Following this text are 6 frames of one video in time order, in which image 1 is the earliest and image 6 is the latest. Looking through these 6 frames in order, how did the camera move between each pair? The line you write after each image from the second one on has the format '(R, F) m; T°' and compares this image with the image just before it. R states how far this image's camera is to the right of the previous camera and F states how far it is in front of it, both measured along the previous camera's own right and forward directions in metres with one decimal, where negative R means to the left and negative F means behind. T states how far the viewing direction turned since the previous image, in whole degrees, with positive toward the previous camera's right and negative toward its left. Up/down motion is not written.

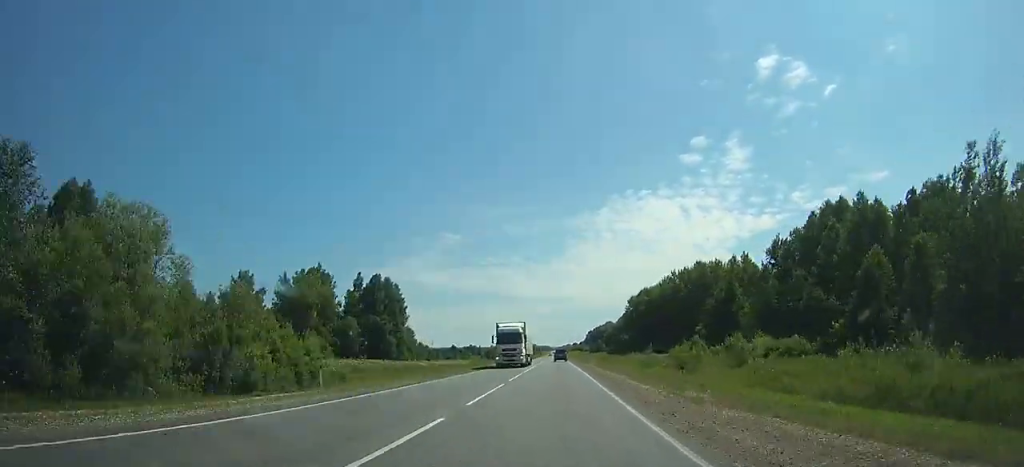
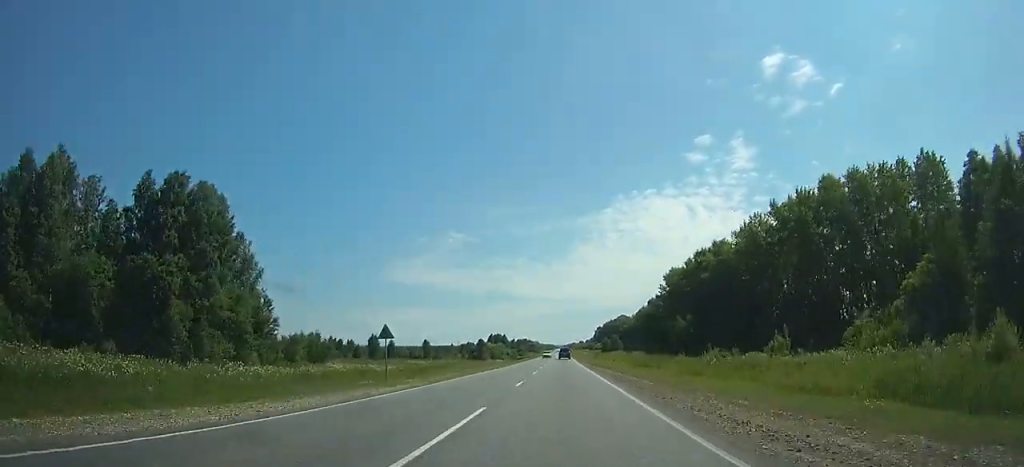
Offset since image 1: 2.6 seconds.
(-0.3, +69.7) m; 0°
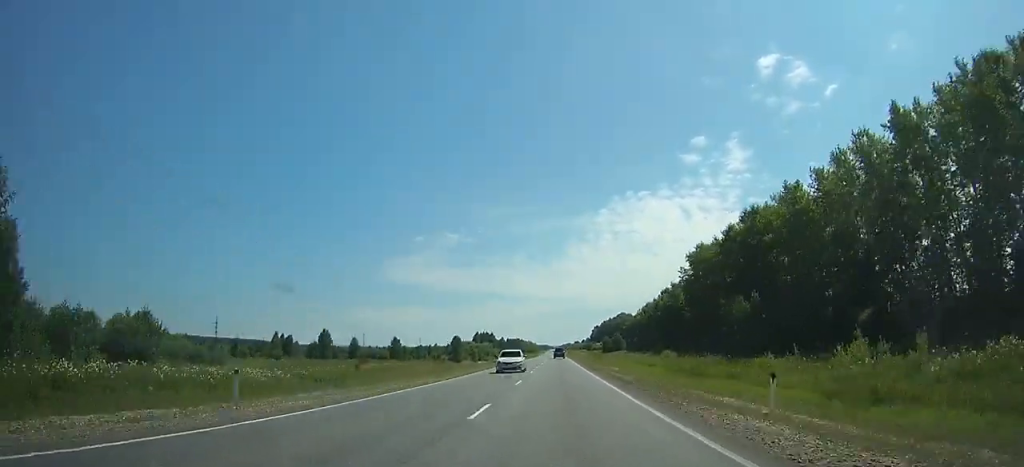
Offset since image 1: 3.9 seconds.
(0.0, +35.3) m; 0°
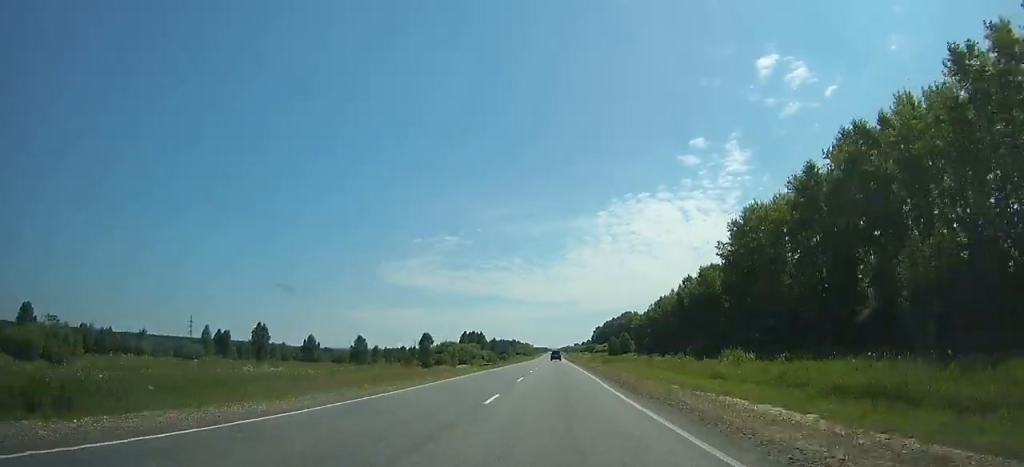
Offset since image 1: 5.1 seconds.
(+0.2, +33.0) m; 0°
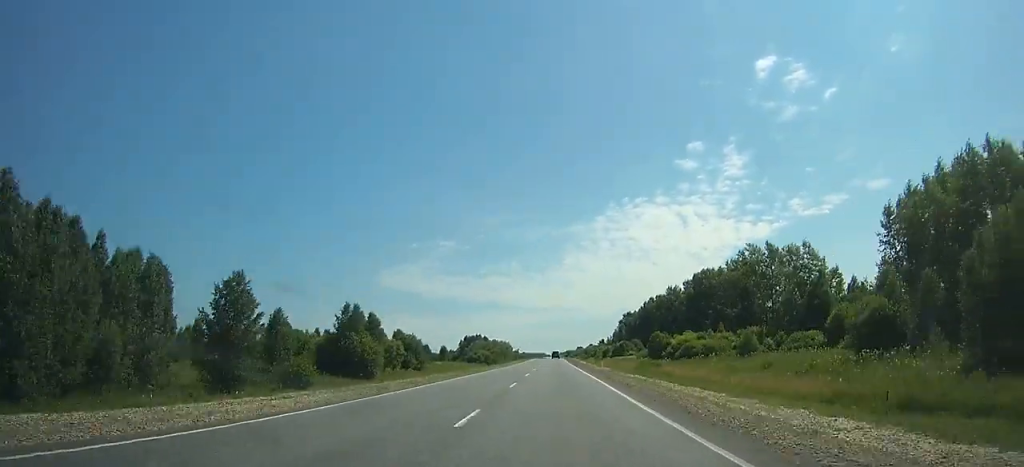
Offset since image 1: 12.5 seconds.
(+0.3, +209.4) m; 0°
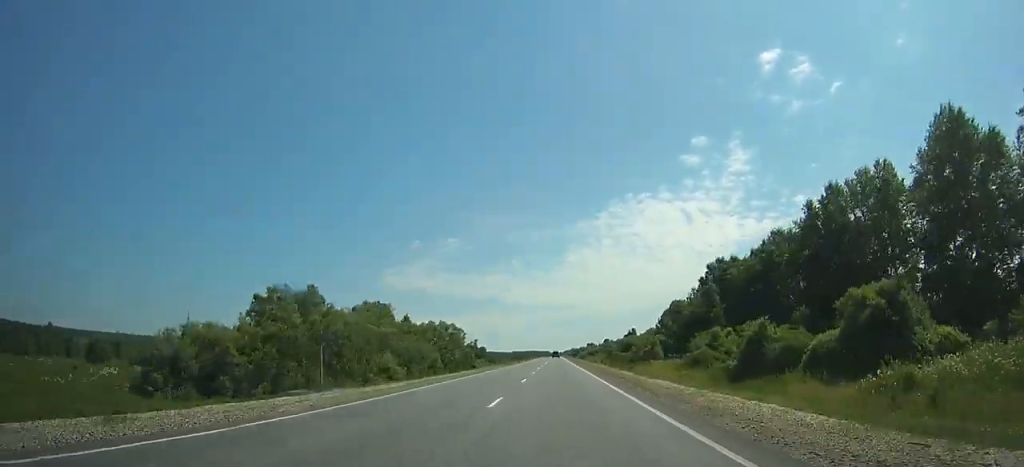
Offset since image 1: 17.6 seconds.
(-0.6, +152.0) m; -1°
